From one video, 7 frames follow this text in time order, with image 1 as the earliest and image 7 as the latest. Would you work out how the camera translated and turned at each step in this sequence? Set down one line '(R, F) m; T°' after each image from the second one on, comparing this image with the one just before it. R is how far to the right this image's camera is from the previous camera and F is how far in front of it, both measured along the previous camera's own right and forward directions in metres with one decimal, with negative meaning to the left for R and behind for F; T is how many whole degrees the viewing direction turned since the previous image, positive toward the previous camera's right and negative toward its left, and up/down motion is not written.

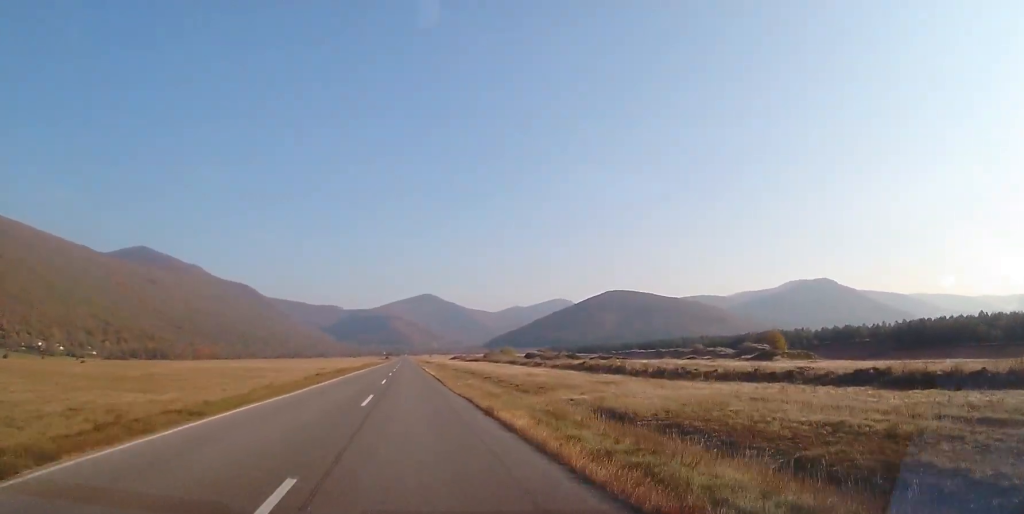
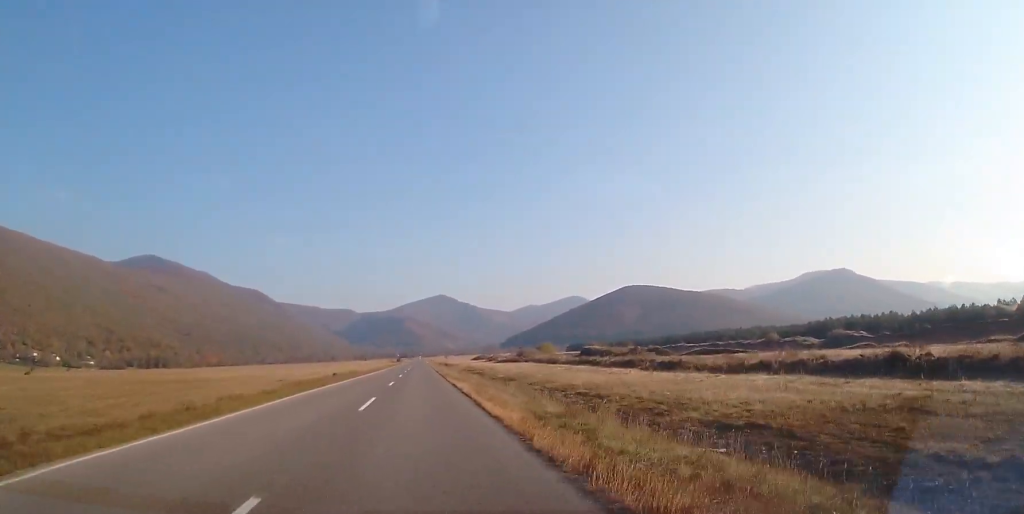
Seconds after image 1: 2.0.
(-0.3, +46.3) m; 0°
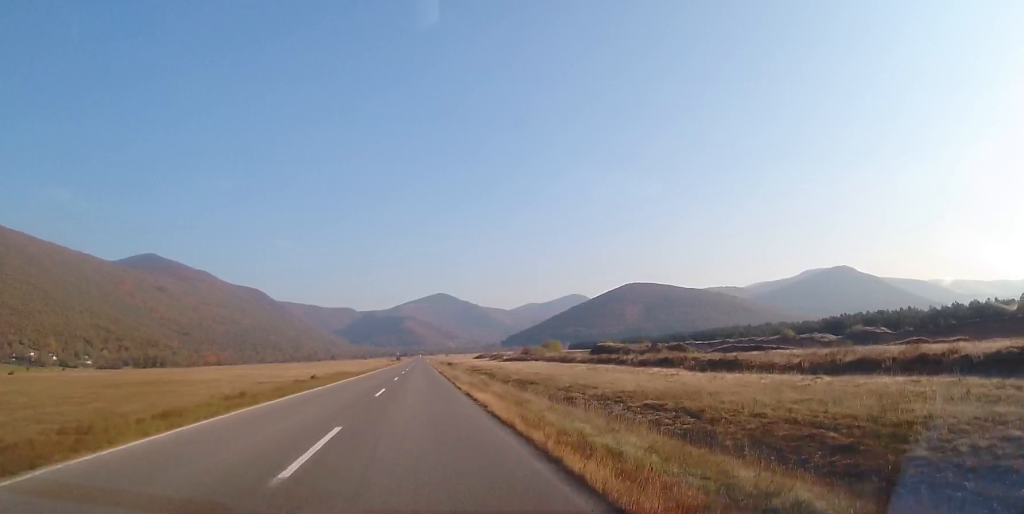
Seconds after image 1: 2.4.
(0.0, +9.3) m; 0°
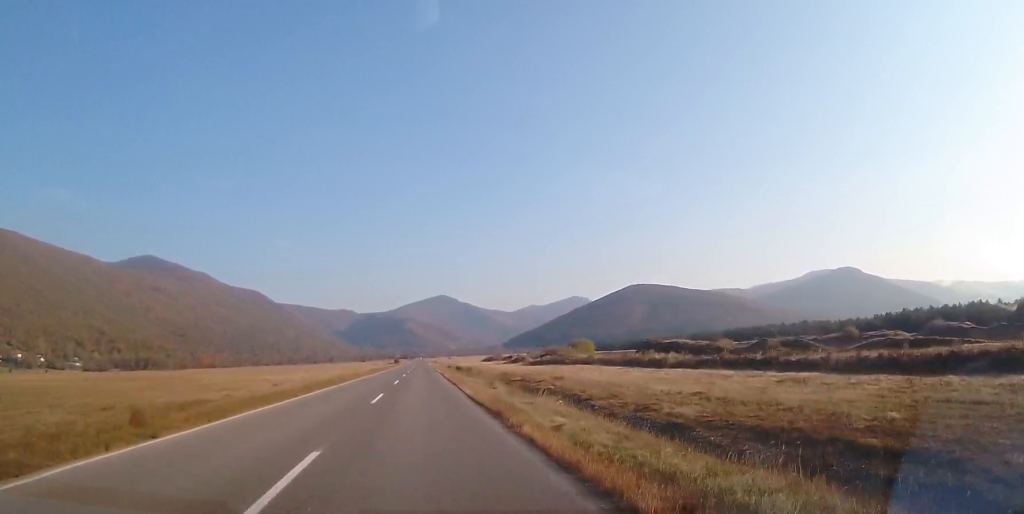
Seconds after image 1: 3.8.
(0.0, +32.6) m; 0°
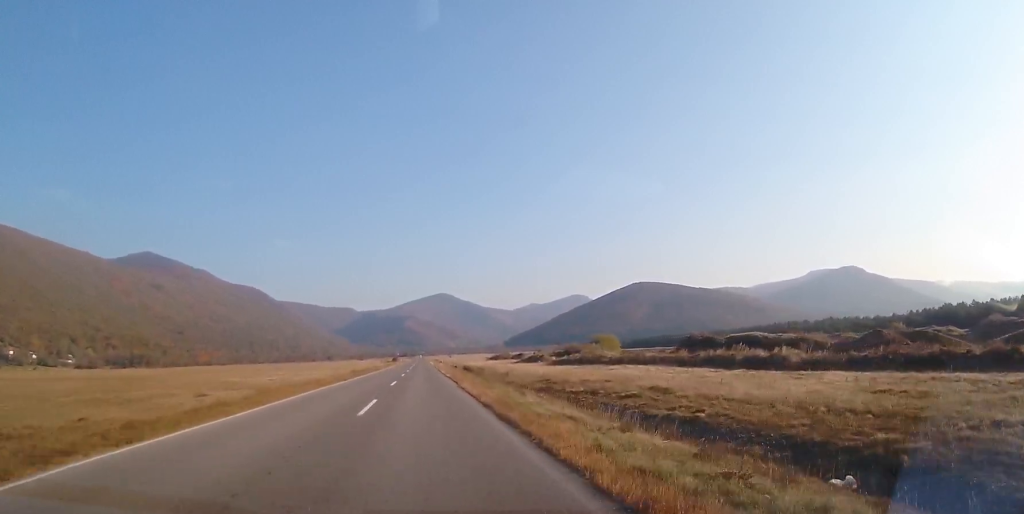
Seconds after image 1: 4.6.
(0.0, +19.4) m; -1°
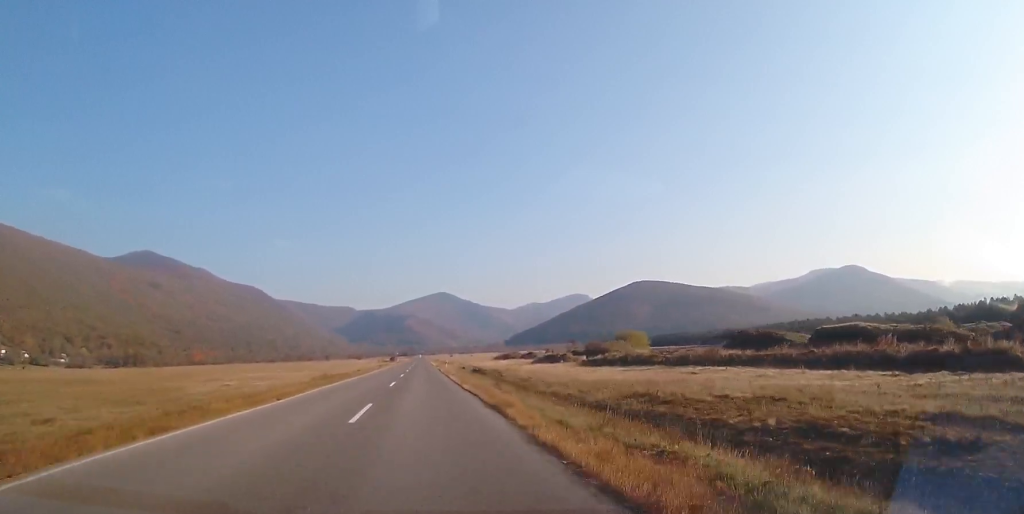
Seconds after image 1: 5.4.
(-0.2, +17.2) m; 0°
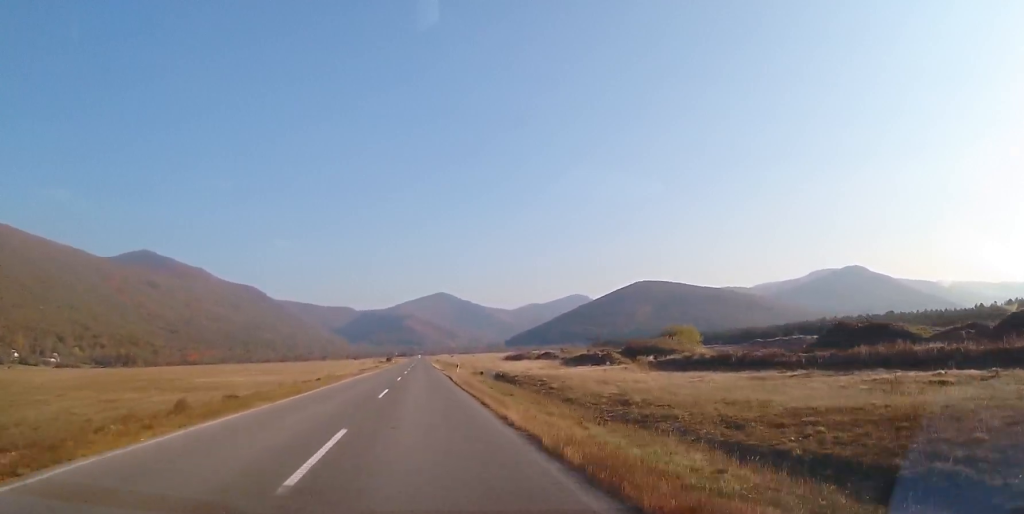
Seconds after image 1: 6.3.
(+0.2, +22.0) m; +1°
